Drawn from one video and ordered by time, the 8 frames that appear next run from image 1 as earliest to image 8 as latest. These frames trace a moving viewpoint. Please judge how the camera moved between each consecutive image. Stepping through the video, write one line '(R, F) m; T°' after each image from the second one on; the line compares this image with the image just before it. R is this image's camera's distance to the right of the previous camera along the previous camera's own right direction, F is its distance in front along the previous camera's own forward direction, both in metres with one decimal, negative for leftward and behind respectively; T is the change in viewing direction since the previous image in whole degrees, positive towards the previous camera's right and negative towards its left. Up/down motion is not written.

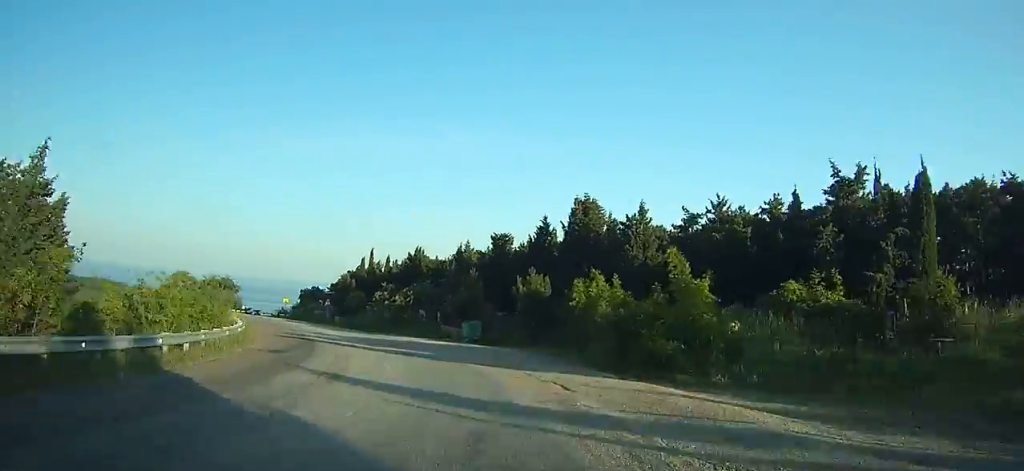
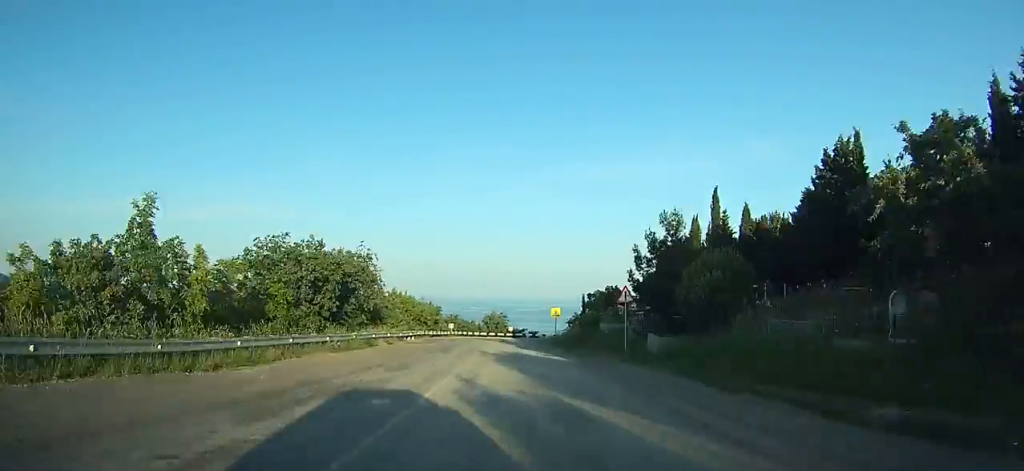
(-11.3, +48.0) m; -21°
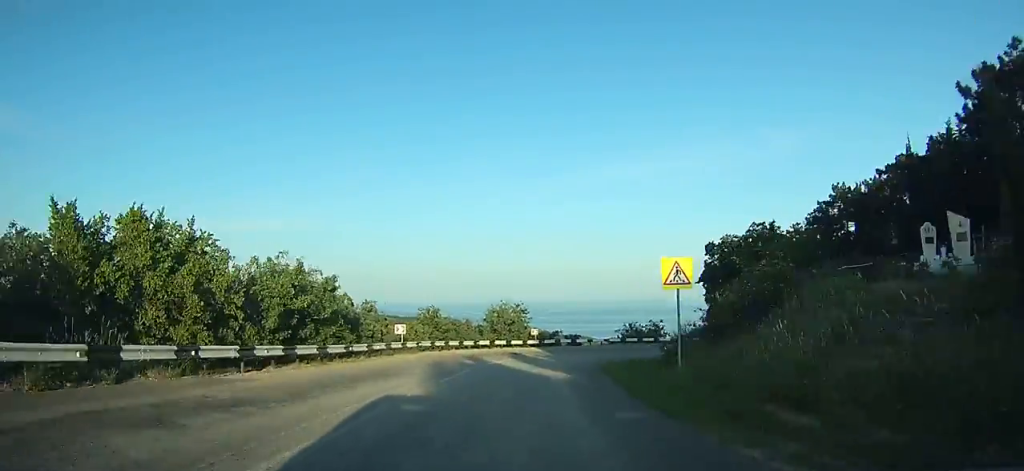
(-3.2, +38.2) m; -2°
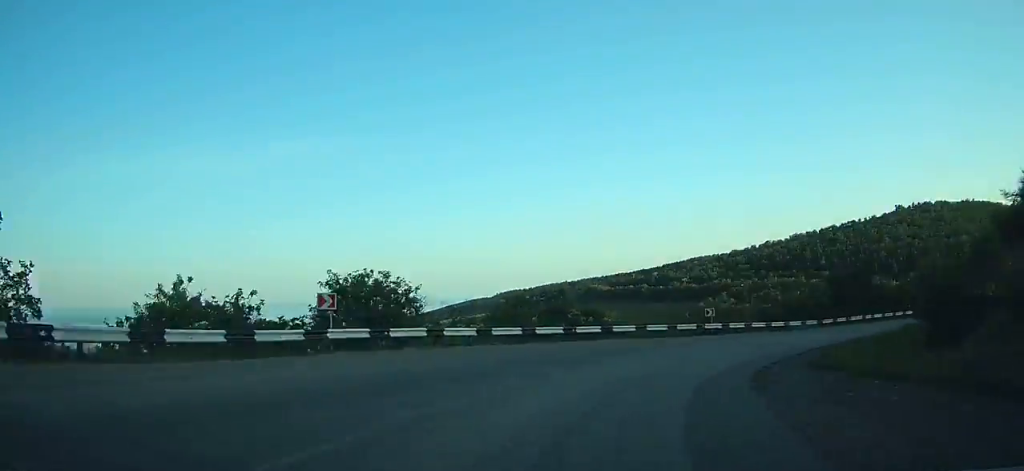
(+19.6, +58.1) m; +56°
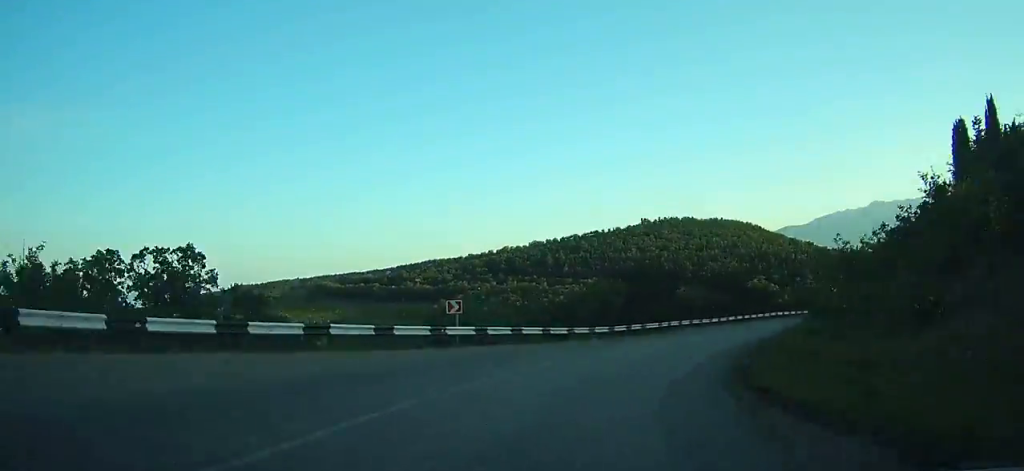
(+2.4, +15.6) m; +19°
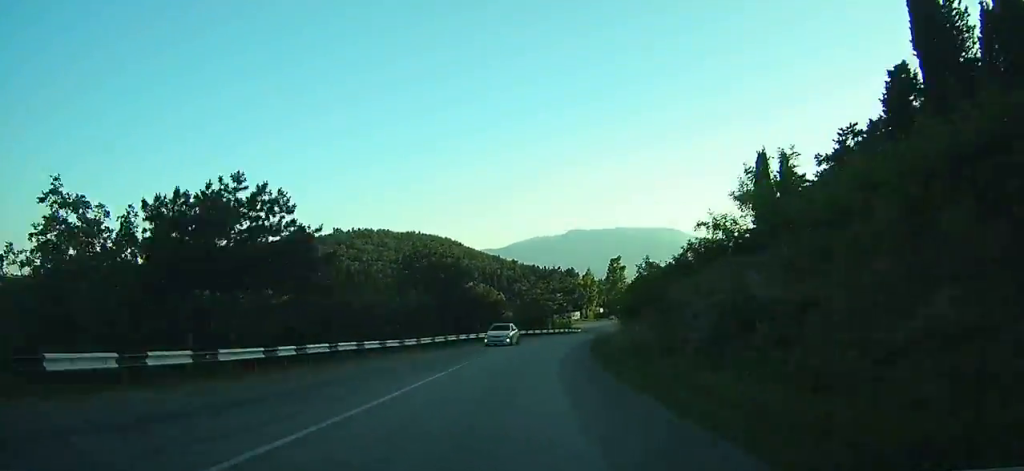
(+7.1, +25.7) m; +22°
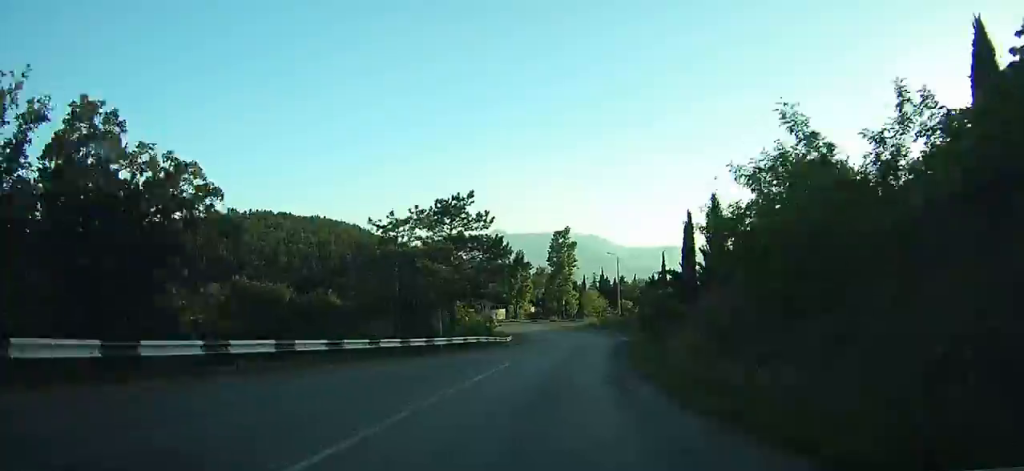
(+6.0, +43.2) m; +12°
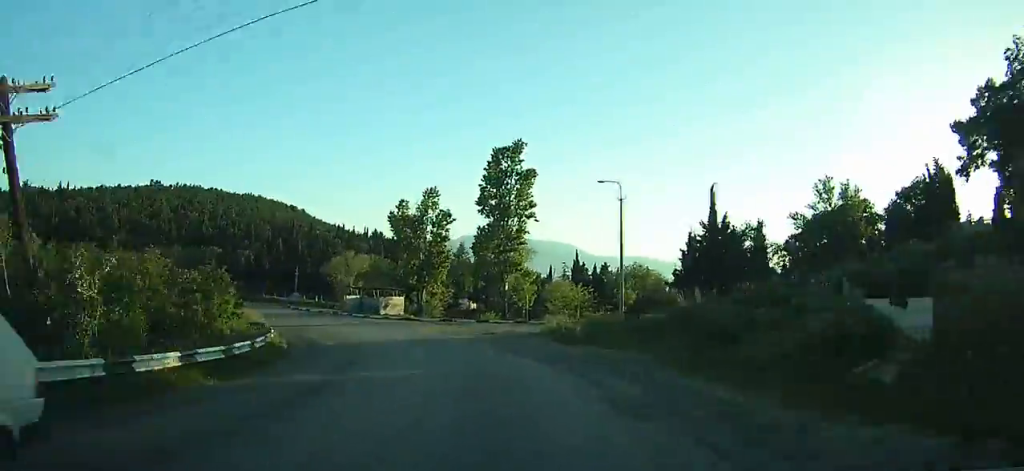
(+2.4, +42.8) m; -1°
